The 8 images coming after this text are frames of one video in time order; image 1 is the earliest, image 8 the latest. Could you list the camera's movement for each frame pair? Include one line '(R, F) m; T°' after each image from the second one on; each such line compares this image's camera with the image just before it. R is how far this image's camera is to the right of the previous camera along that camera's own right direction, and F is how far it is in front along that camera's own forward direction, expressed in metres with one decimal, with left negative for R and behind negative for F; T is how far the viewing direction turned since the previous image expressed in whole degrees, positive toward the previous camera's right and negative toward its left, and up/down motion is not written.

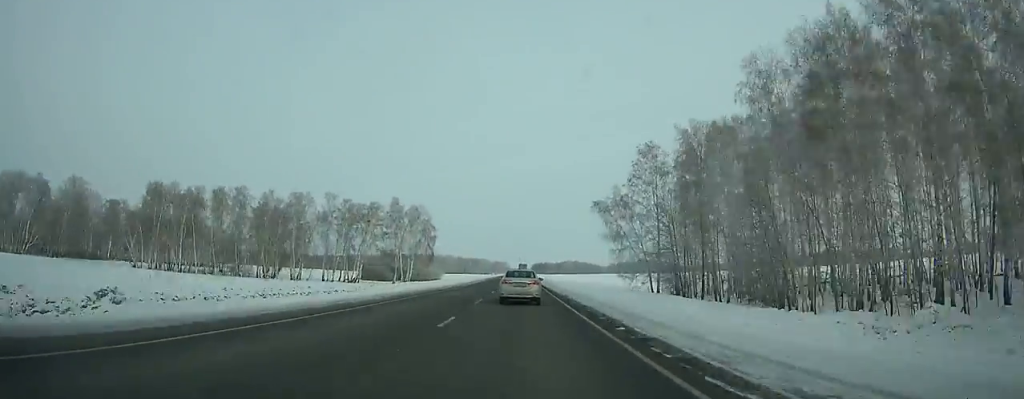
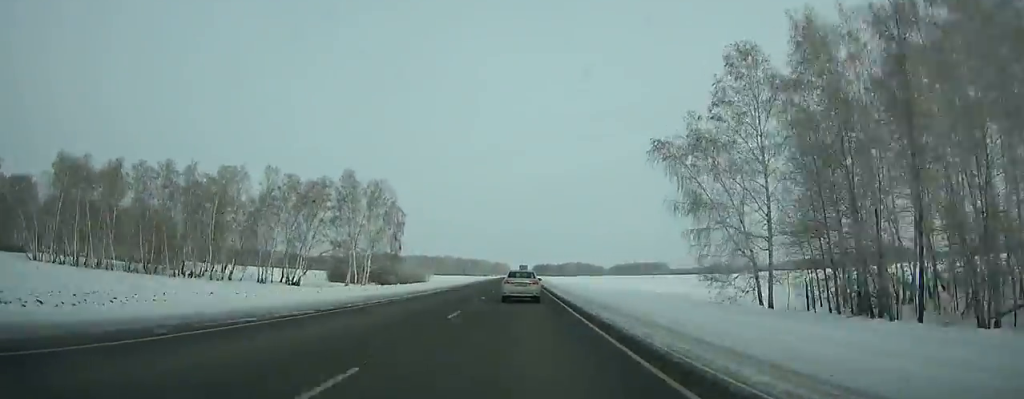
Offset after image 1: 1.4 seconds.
(-0.1, +35.6) m; -1°
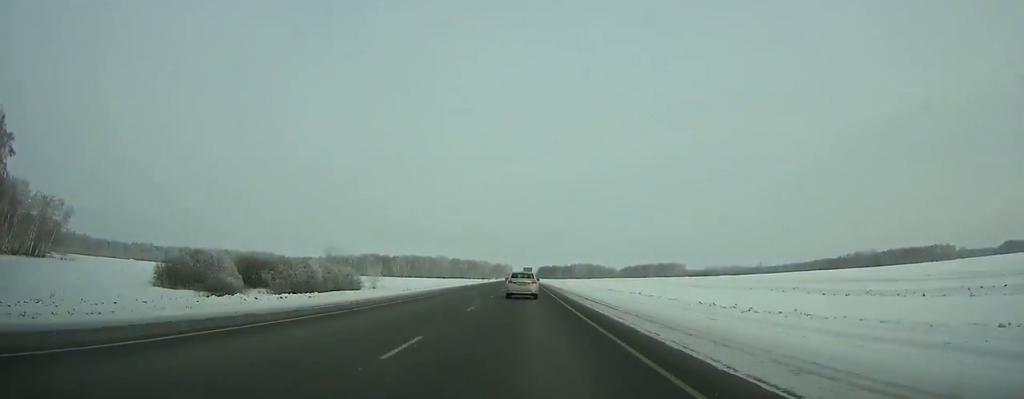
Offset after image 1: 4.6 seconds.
(-0.5, +83.2) m; 0°
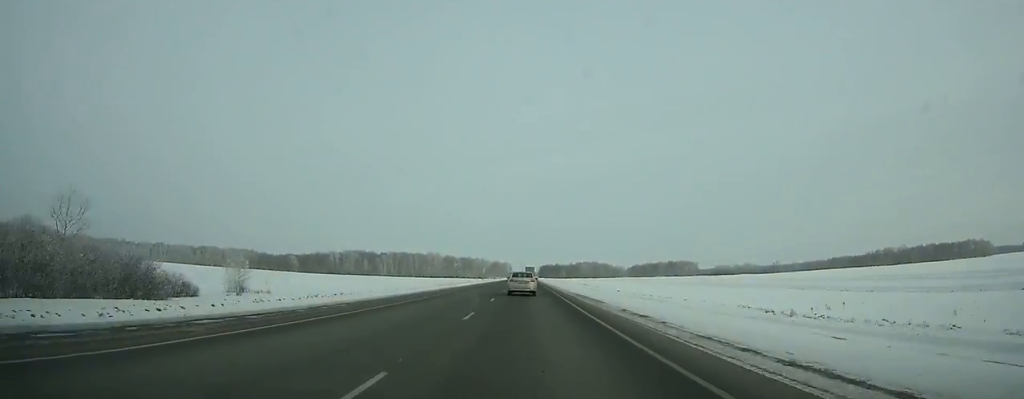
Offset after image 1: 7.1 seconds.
(+0.1, +66.1) m; 0°
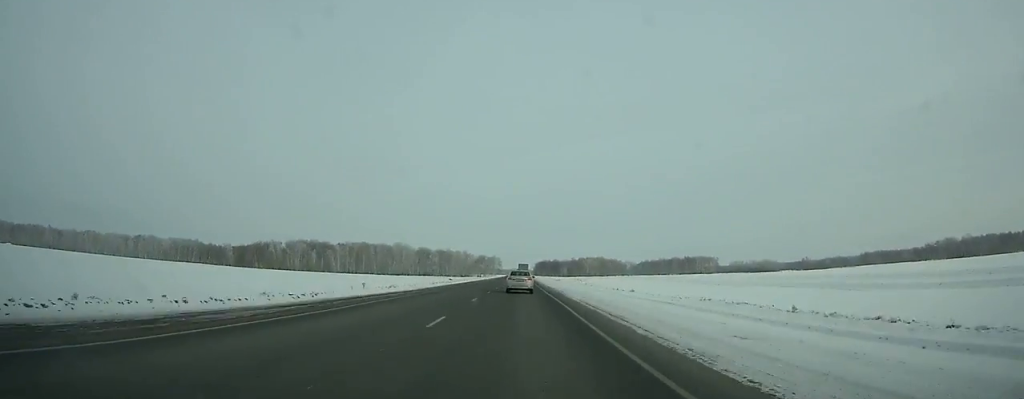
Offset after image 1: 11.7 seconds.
(+0.5, +124.0) m; 0°
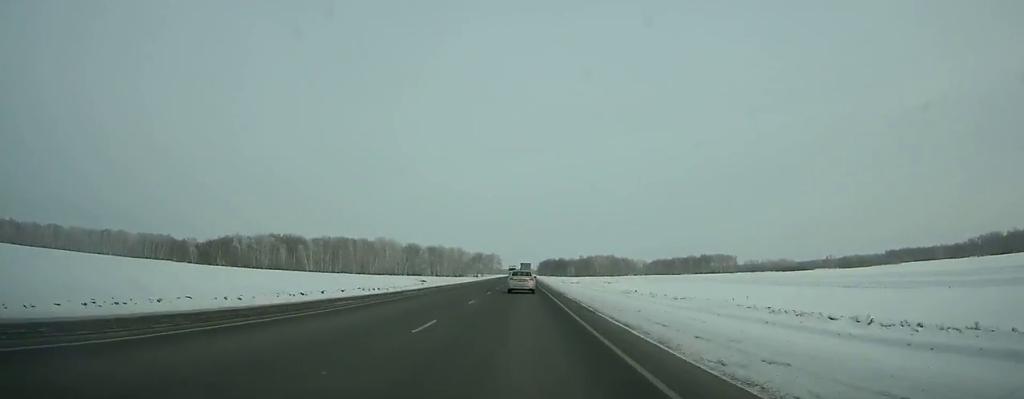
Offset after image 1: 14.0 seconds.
(0.0, +62.6) m; 0°
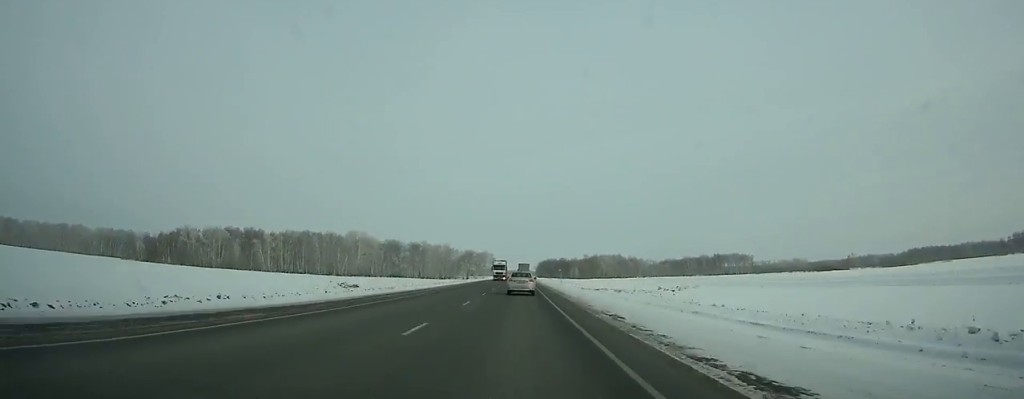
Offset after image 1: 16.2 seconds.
(+0.1, +60.1) m; 0°
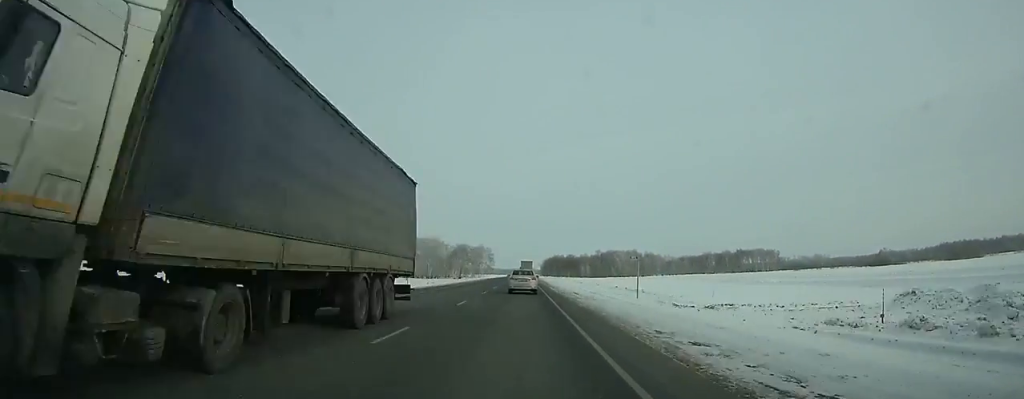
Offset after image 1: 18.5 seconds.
(-0.2, +62.5) m; 0°
